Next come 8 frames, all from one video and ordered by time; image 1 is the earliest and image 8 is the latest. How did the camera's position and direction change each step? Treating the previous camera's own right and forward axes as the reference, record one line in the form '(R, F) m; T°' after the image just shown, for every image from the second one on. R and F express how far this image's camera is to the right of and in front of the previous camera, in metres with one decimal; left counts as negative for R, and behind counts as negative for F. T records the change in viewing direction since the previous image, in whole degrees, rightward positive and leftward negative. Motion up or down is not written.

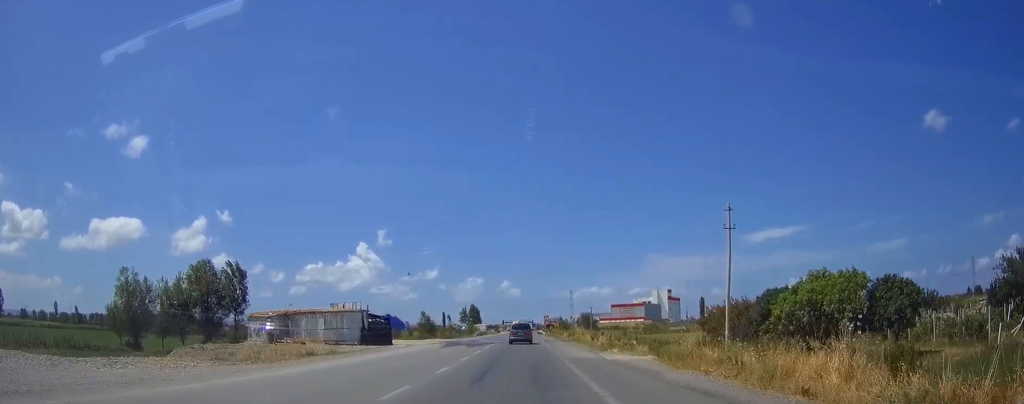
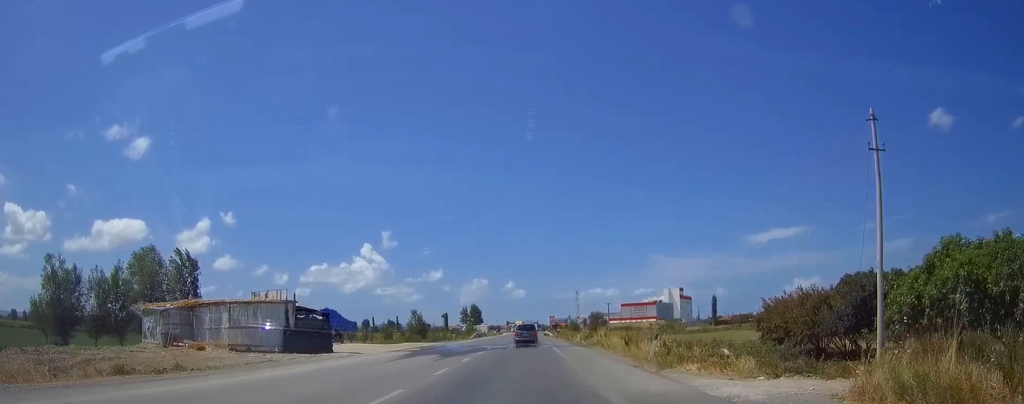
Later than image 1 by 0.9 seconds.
(0.0, +16.7) m; 0°
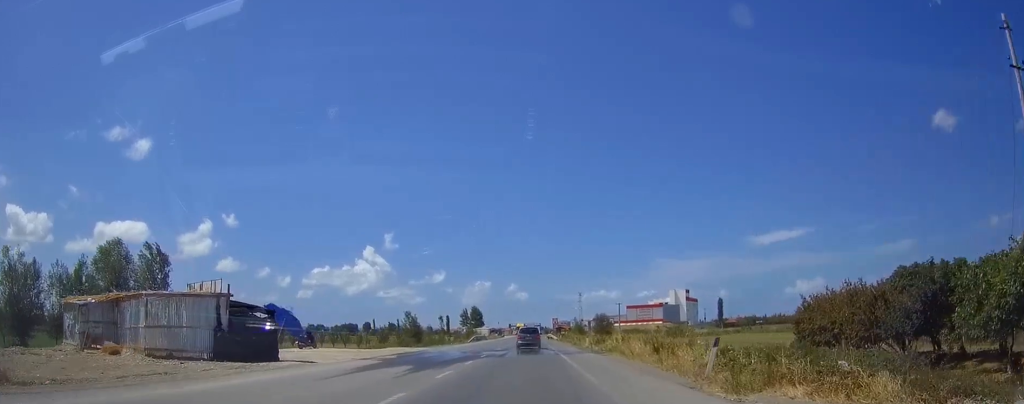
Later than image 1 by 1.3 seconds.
(0.0, +7.7) m; 0°
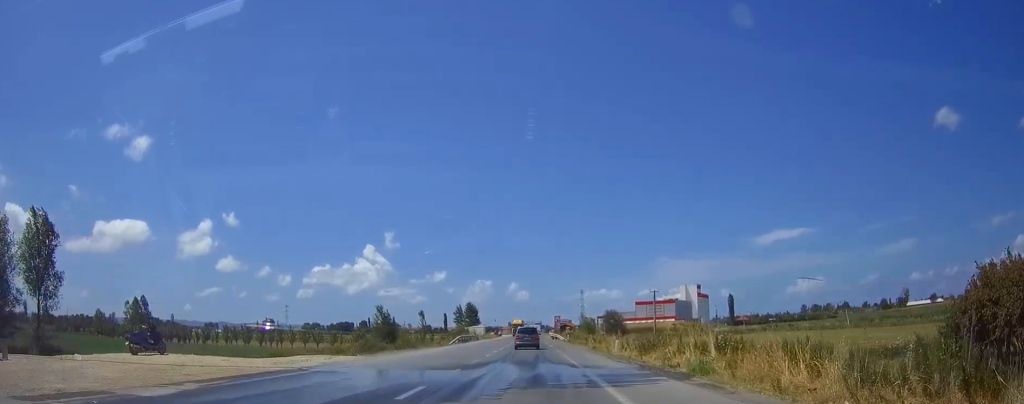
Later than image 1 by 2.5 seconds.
(0.0, +19.8) m; 0°
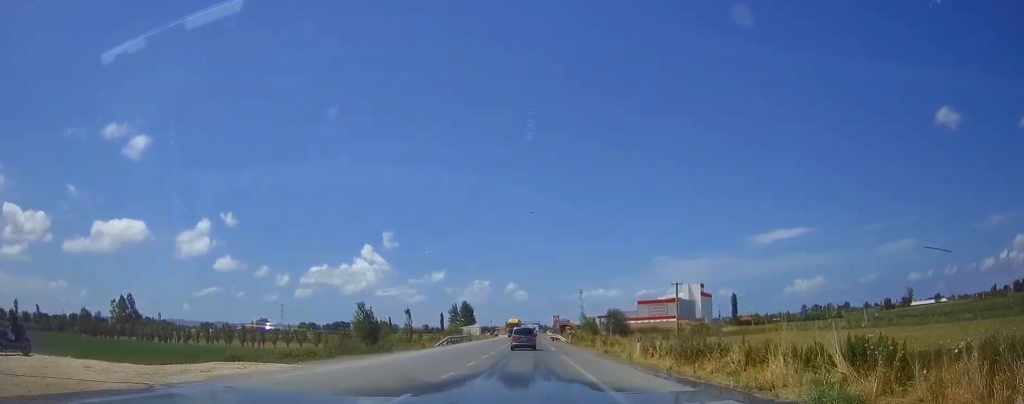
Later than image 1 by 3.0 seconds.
(0.0, +8.6) m; 0°
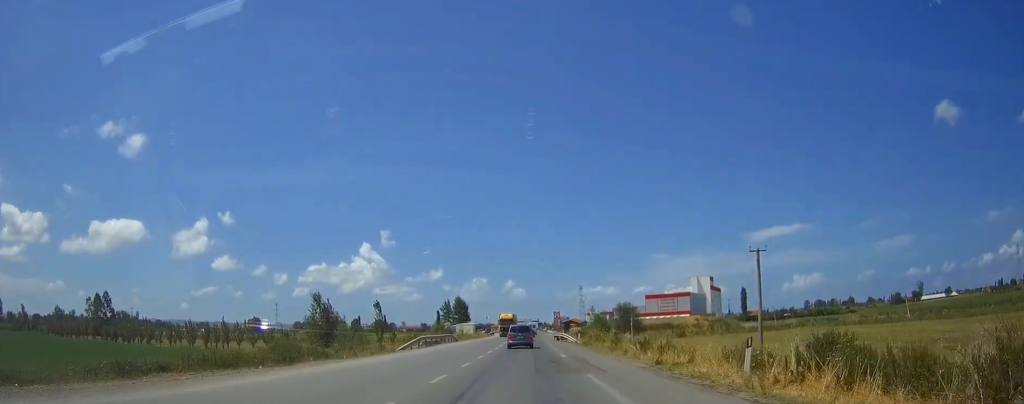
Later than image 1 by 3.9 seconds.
(-0.1, +15.6) m; 0°
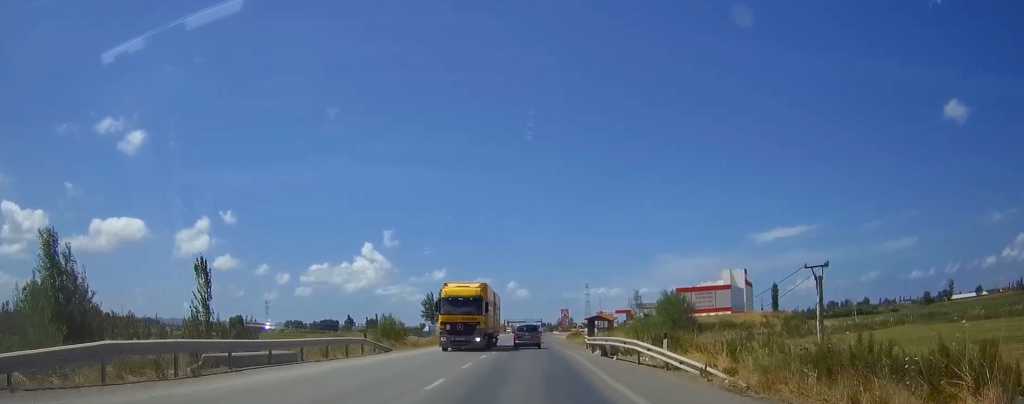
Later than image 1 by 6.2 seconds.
(+0.2, +37.8) m; 0°
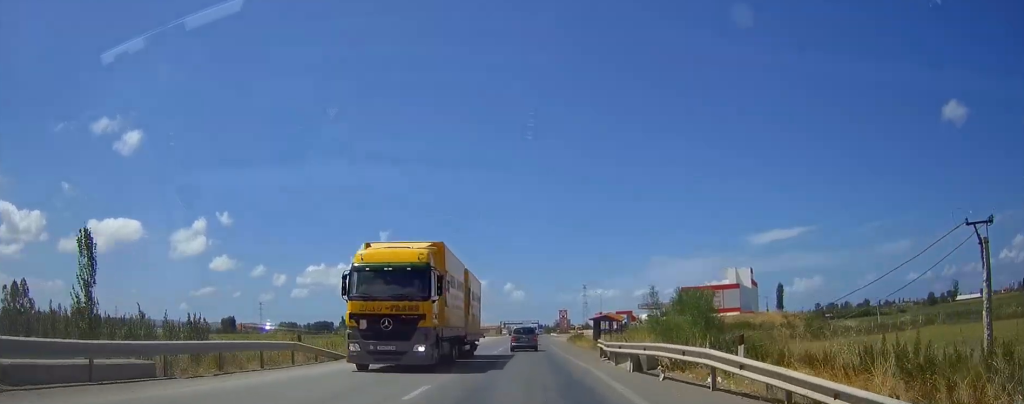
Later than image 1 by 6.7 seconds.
(0.0, +9.7) m; 0°
